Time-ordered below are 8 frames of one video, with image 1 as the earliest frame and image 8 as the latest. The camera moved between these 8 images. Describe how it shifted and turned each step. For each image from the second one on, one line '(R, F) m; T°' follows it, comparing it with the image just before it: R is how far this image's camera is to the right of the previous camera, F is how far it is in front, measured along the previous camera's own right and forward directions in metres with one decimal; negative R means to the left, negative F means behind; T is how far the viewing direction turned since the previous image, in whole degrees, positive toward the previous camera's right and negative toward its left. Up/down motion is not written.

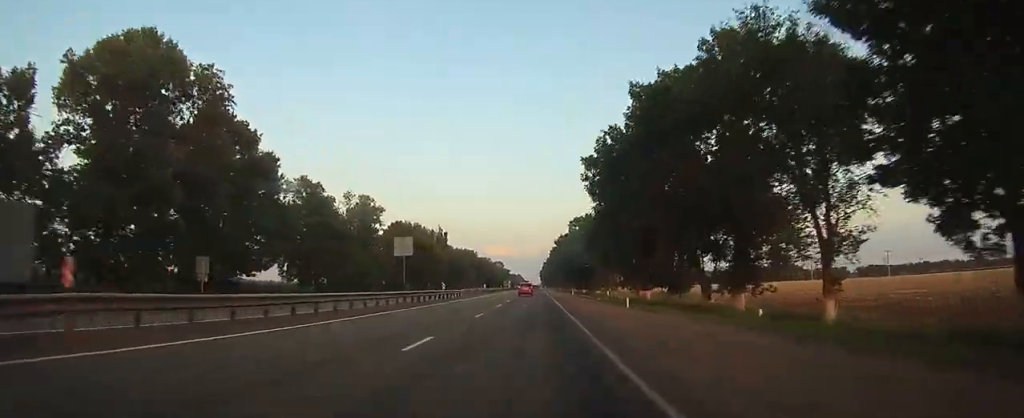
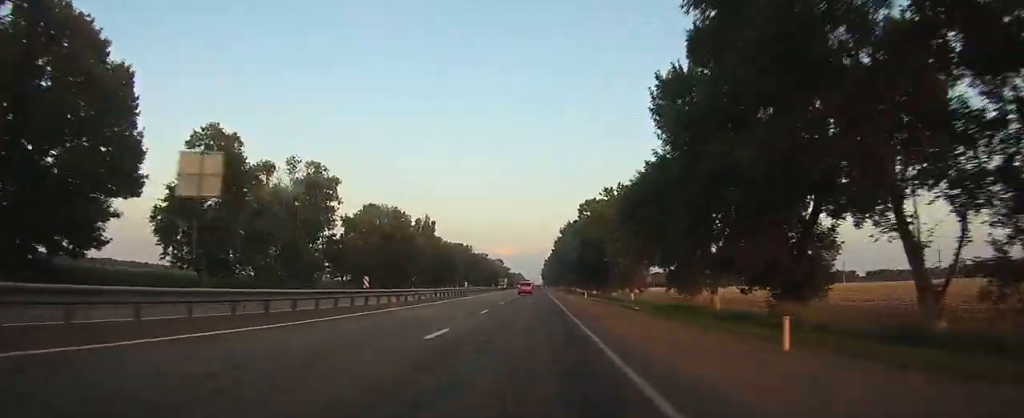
(+0.1, +21.9) m; 0°
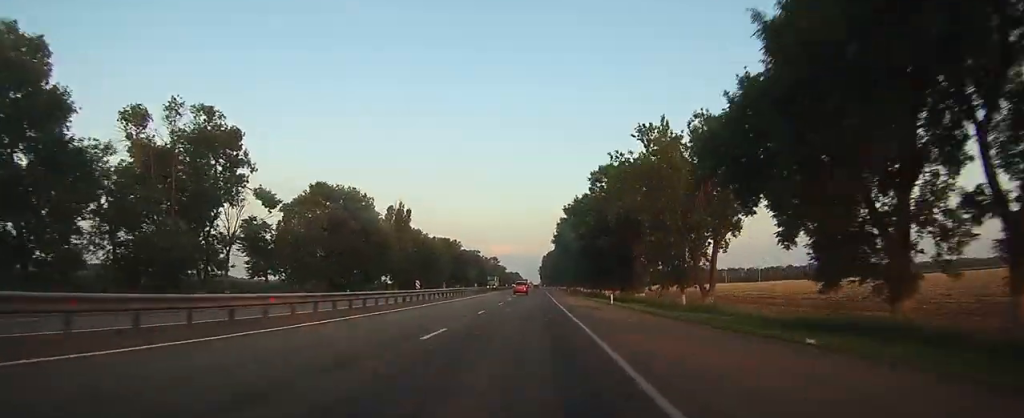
(0.0, +23.8) m; 0°
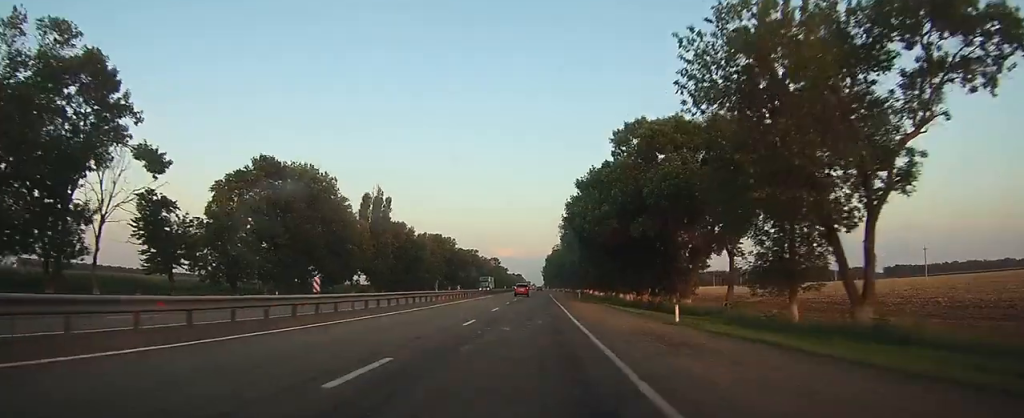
(-0.1, +17.9) m; 0°
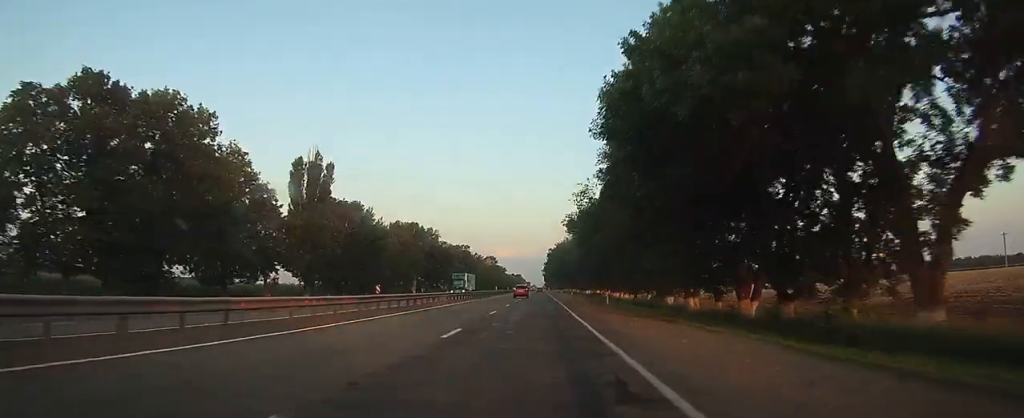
(-0.1, +28.4) m; 0°
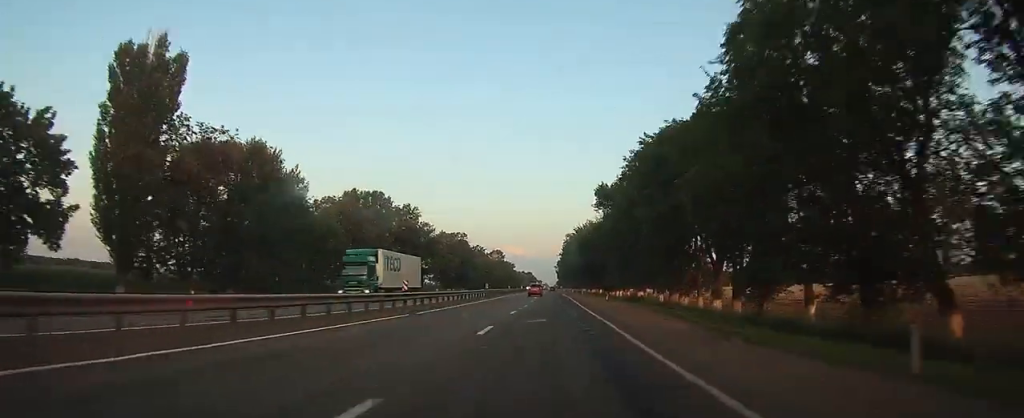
(-0.2, +34.7) m; -1°
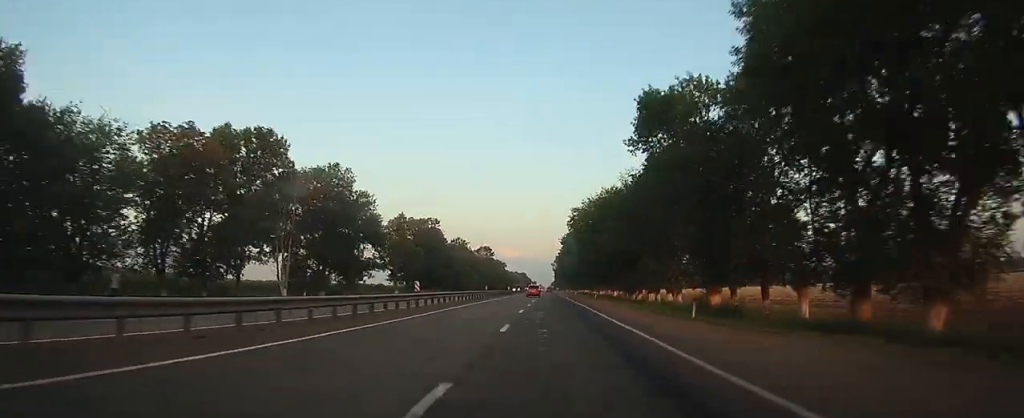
(-0.1, +34.1) m; 0°
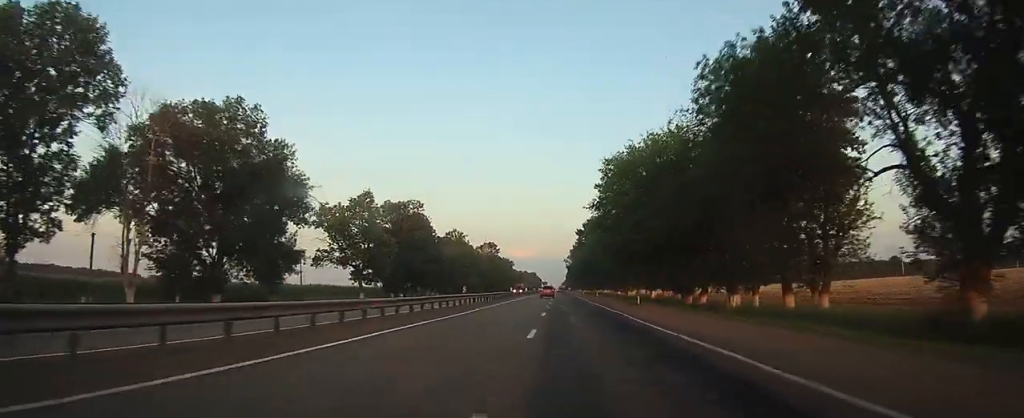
(0.0, +25.6) m; 0°
